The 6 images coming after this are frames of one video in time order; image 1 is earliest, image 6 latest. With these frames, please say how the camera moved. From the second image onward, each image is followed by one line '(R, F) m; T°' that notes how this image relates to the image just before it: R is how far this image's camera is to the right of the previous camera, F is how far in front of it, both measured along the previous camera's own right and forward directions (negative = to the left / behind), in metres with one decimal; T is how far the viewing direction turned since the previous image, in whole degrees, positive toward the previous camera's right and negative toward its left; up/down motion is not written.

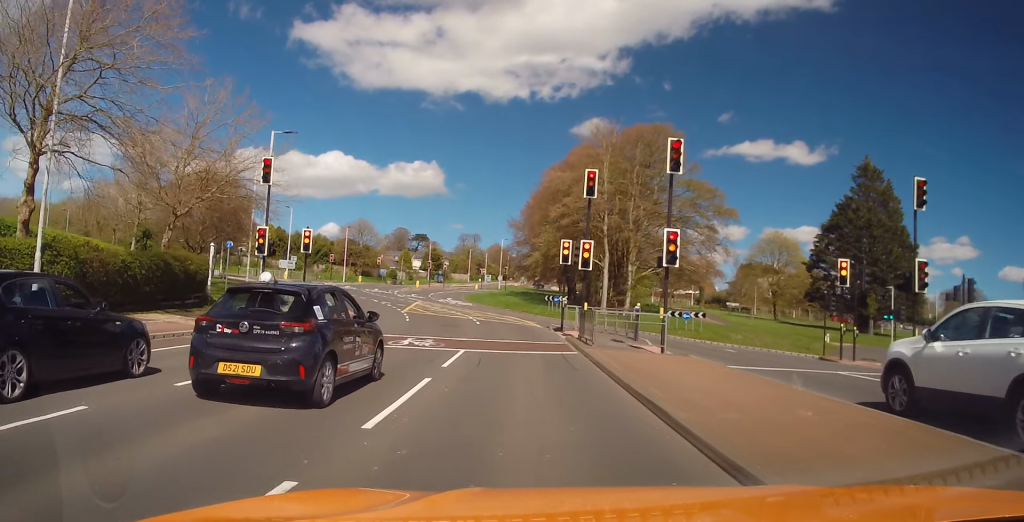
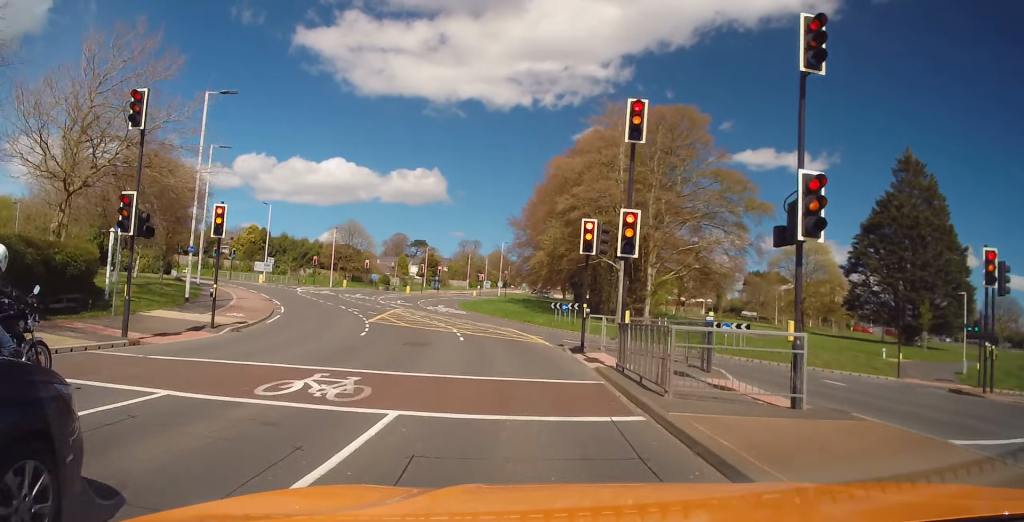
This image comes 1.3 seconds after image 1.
(-0.2, +9.3) m; -3°
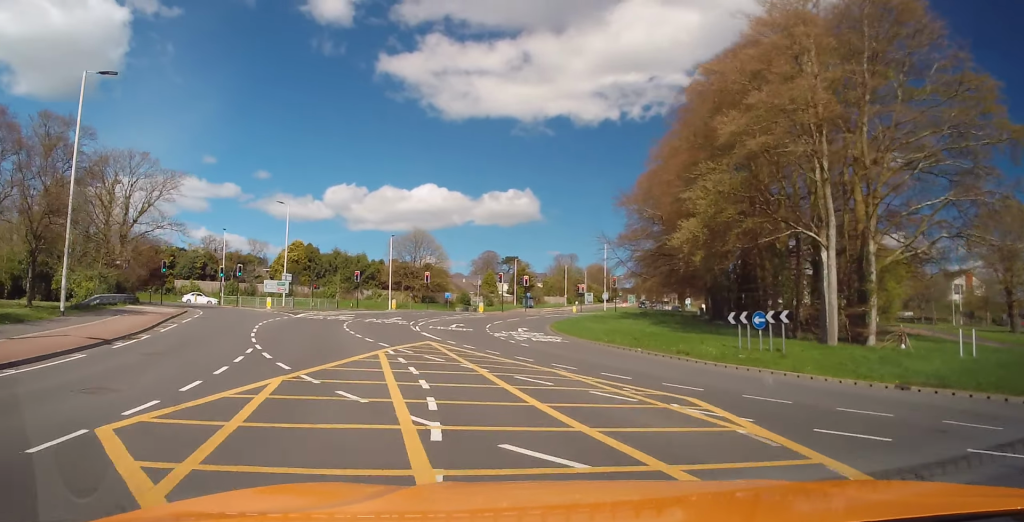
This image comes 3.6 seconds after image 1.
(-0.9, +21.6) m; -5°
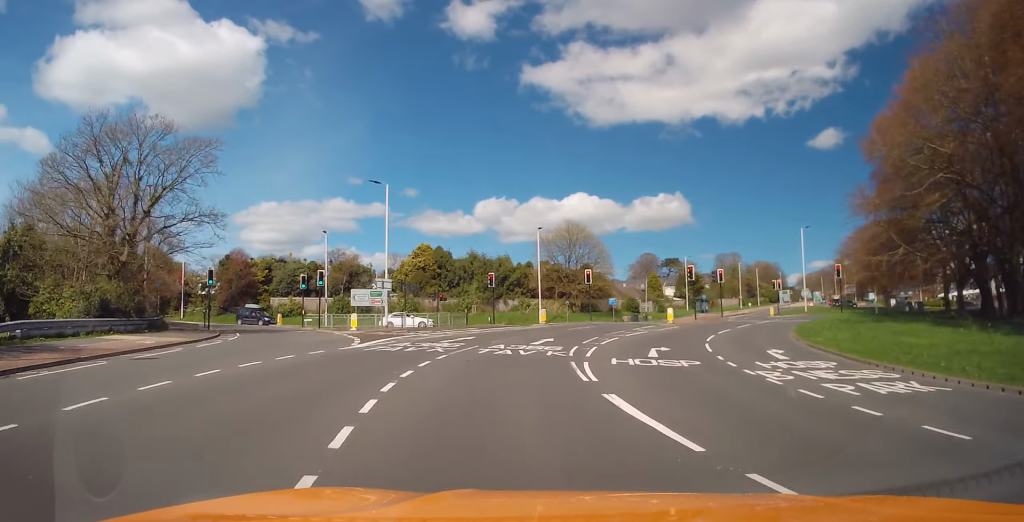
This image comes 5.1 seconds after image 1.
(-1.0, +16.9) m; -10°
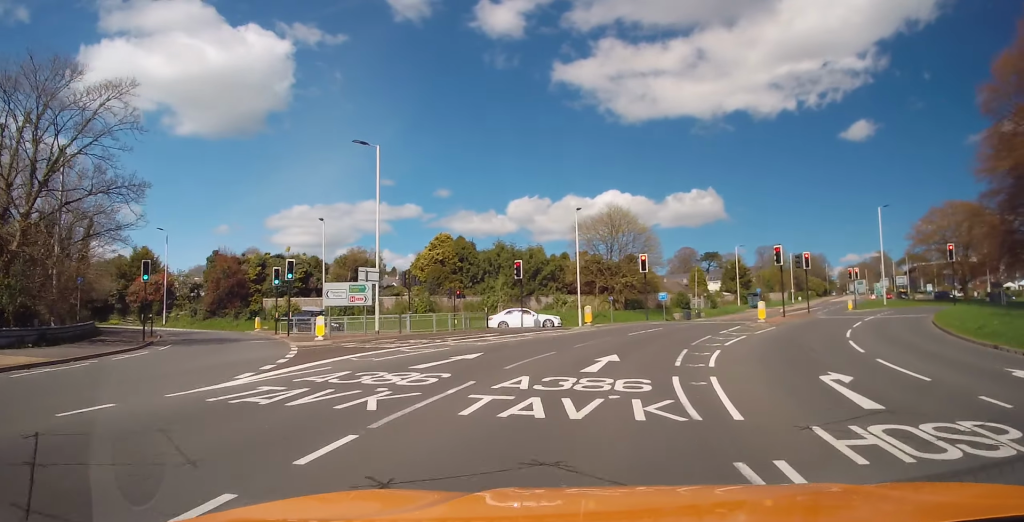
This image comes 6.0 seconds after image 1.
(-1.0, +11.0) m; -3°
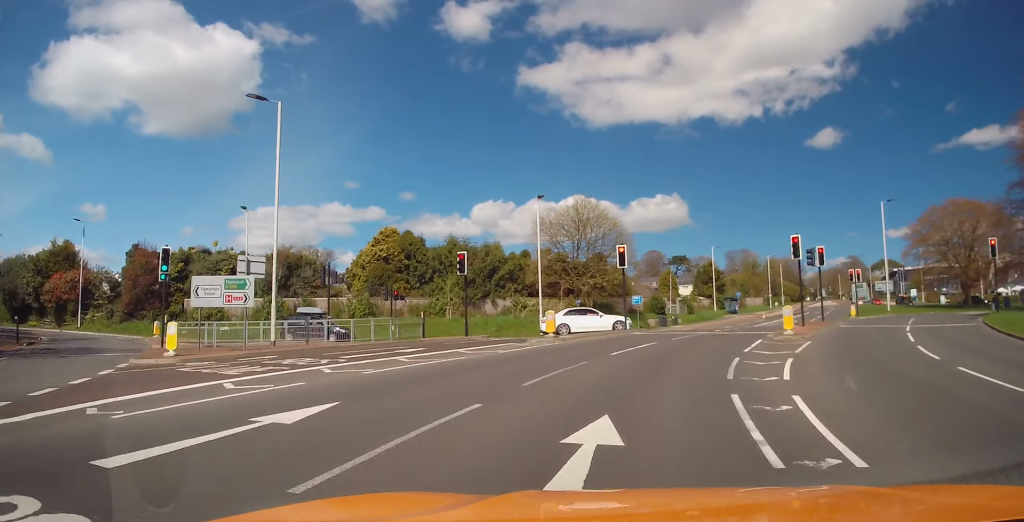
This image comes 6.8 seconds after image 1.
(+0.3, +8.5) m; +4°
